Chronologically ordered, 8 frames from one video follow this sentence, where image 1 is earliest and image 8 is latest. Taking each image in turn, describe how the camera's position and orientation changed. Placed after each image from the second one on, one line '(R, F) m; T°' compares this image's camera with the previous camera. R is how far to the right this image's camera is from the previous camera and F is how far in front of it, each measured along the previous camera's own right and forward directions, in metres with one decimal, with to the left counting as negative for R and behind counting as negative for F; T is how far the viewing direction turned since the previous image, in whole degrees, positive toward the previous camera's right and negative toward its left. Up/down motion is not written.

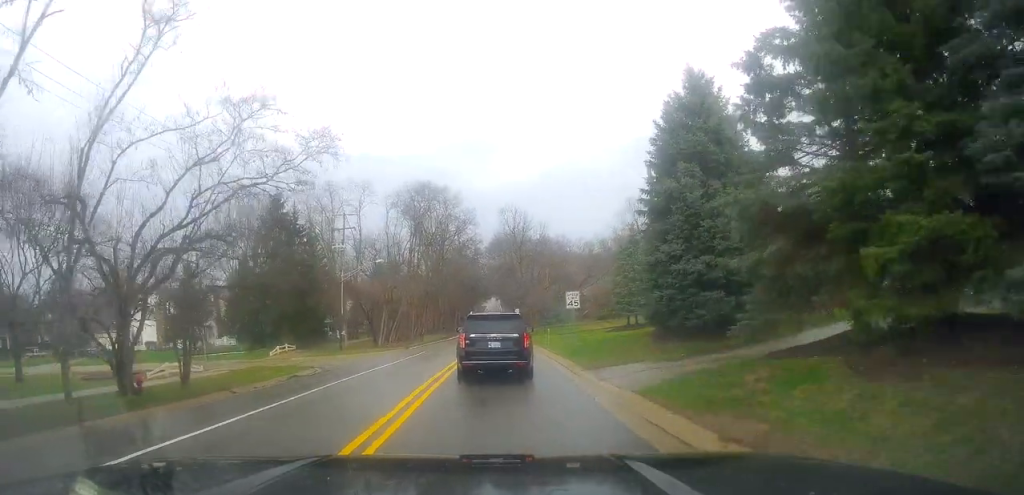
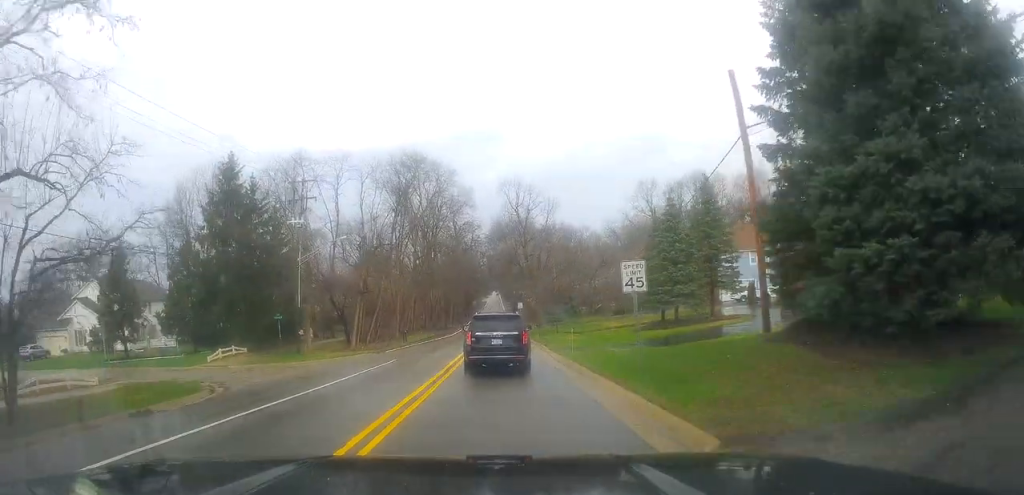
(-0.1, +11.5) m; 0°
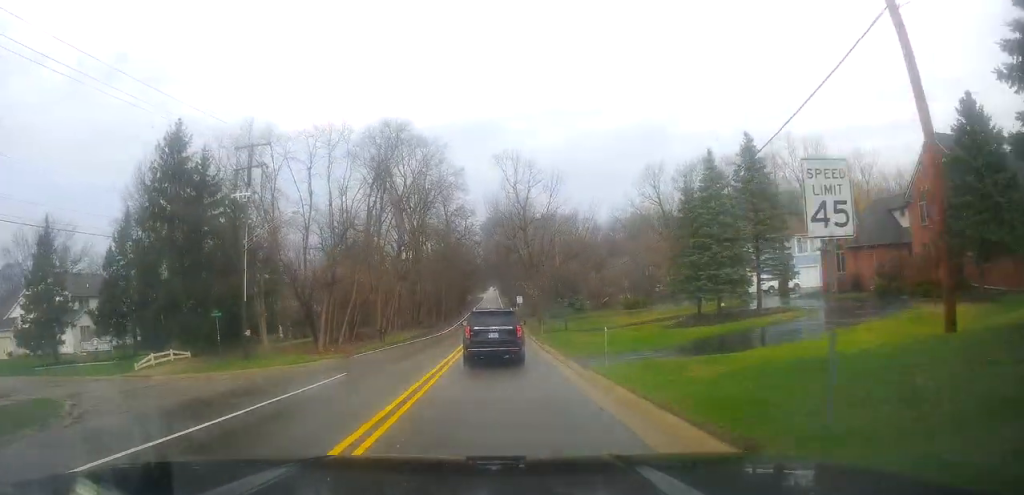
(+0.2, +8.8) m; -1°
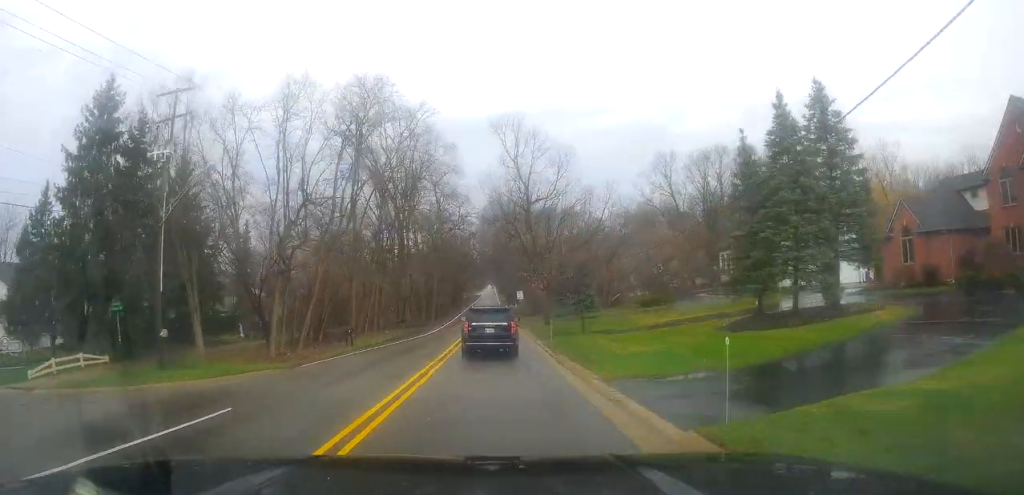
(-0.6, +9.0) m; 0°
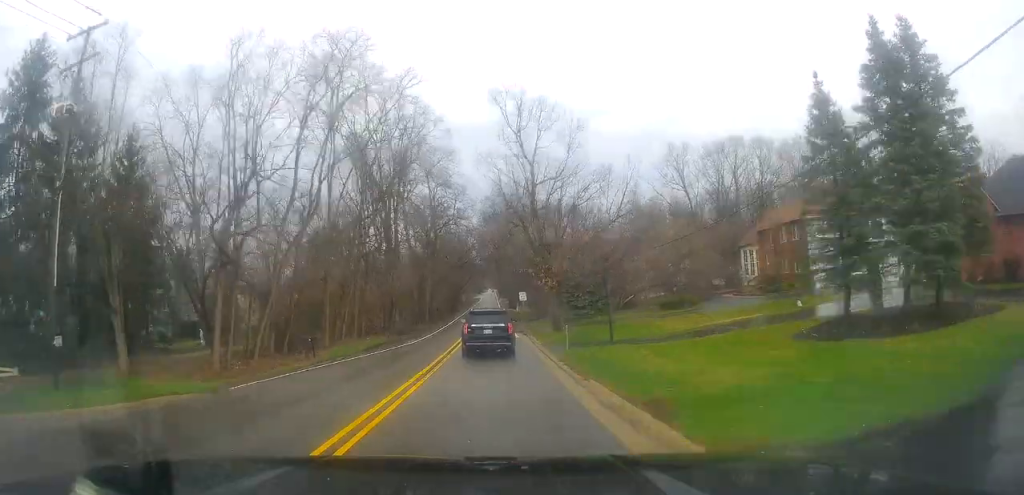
(+0.3, +7.5) m; +2°
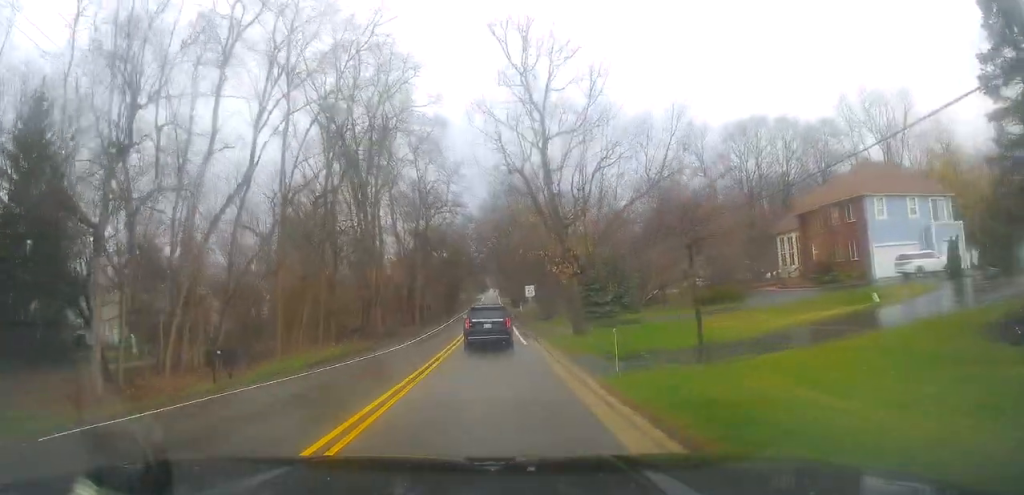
(+0.3, +9.7) m; +2°
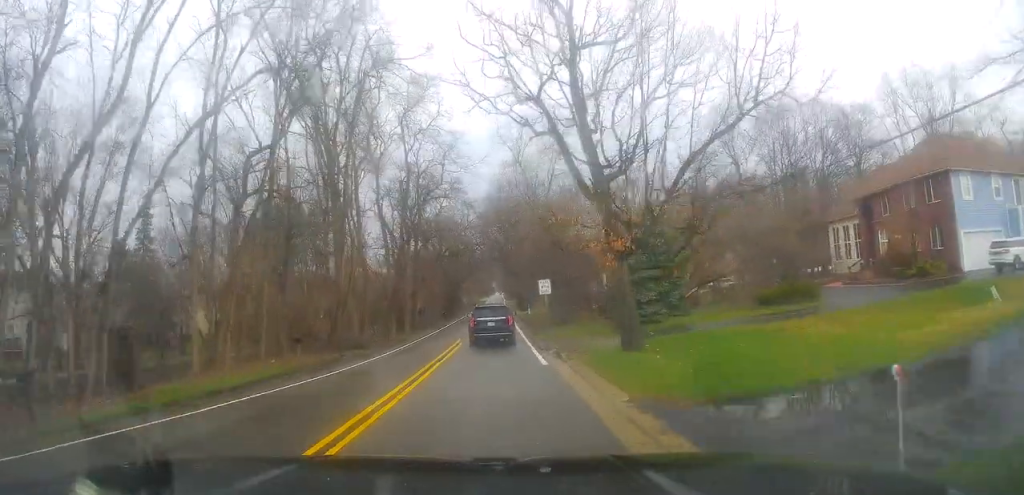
(+0.1, +10.3) m; -1°
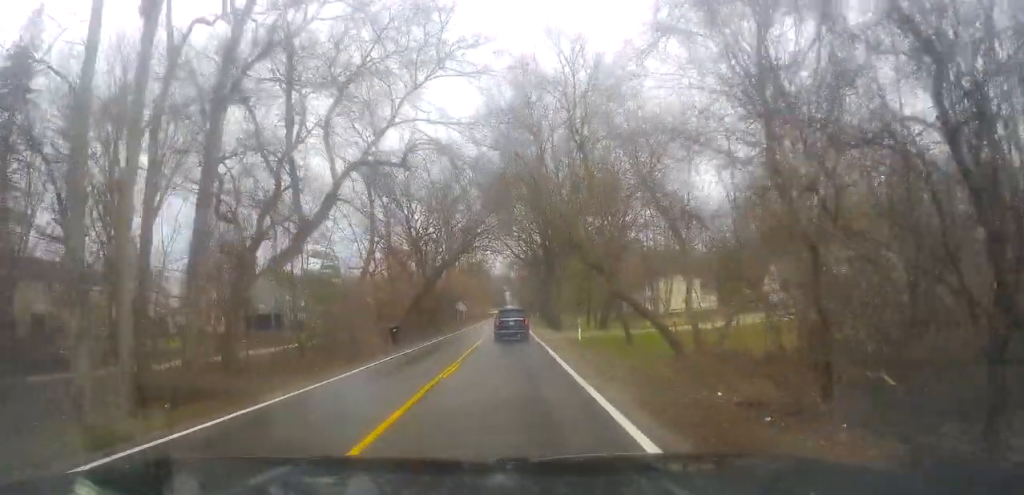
(-1.5, +42.7) m; -2°
